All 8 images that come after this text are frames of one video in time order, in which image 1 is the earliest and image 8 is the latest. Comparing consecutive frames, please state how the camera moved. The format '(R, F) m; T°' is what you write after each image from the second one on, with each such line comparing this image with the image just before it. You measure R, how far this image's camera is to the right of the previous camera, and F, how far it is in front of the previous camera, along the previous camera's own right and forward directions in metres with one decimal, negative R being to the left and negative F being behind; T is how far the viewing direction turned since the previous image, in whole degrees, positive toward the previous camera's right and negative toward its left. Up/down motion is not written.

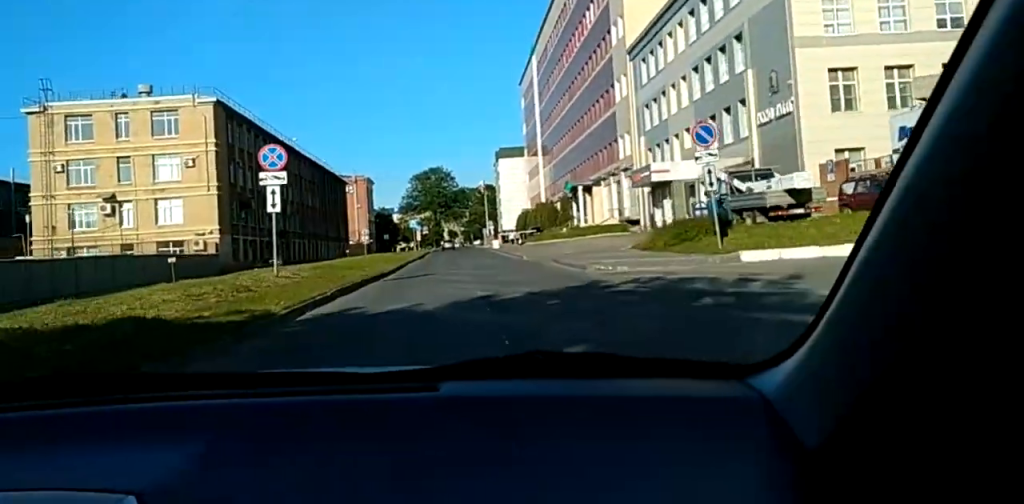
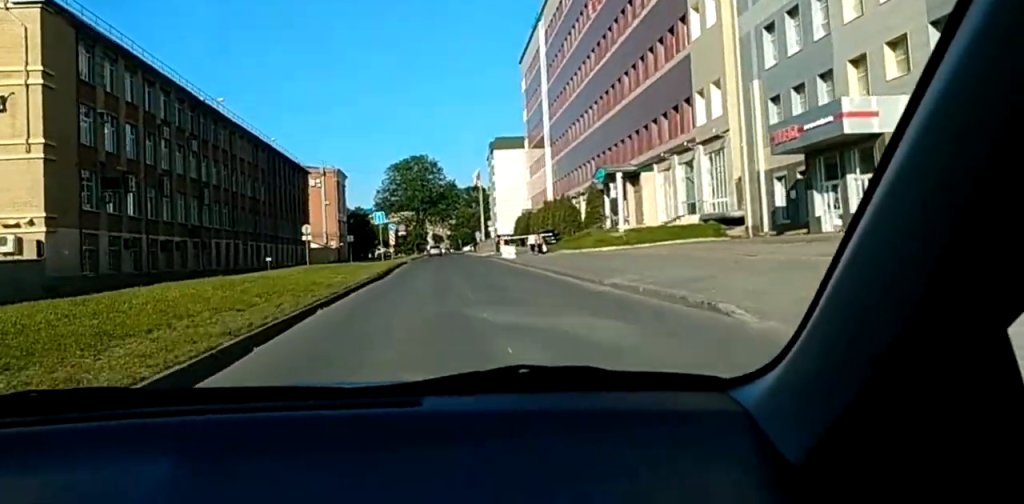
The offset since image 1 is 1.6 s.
(-1.2, +29.8) m; -2°
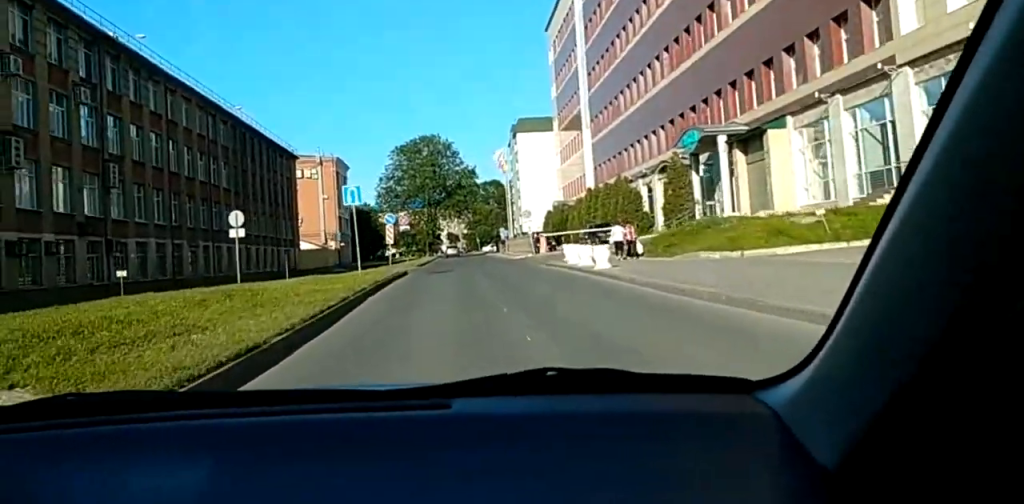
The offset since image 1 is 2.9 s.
(+0.6, +24.4) m; +2°
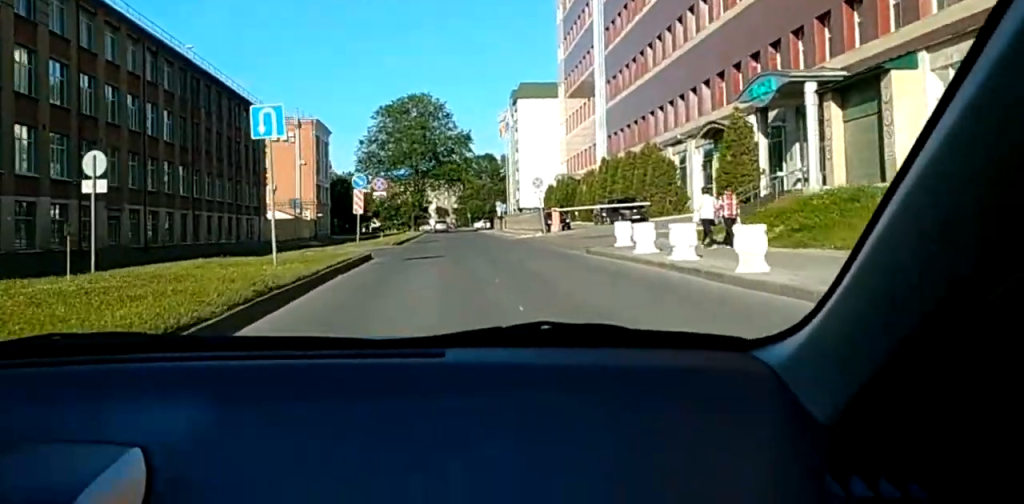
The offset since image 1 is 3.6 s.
(0.0, +13.1) m; 0°
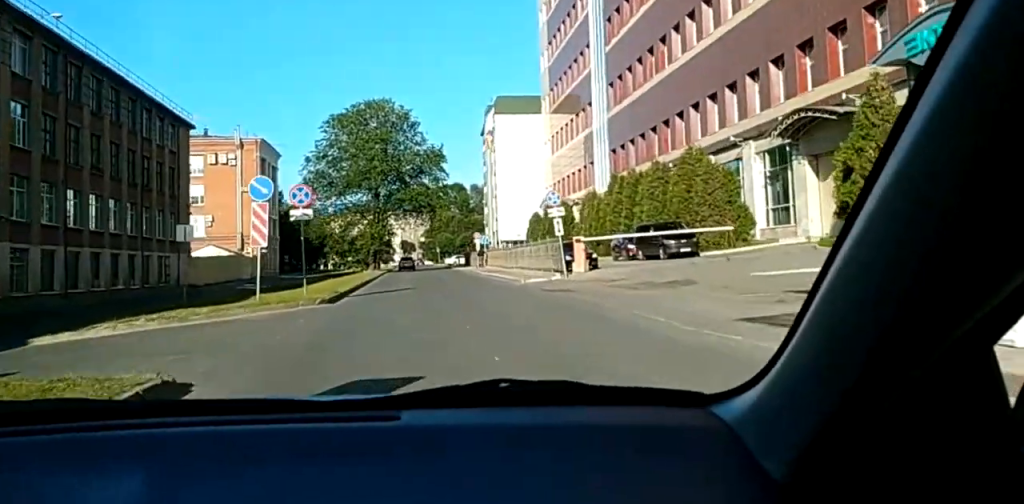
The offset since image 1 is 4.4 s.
(0.0, +17.0) m; 0°
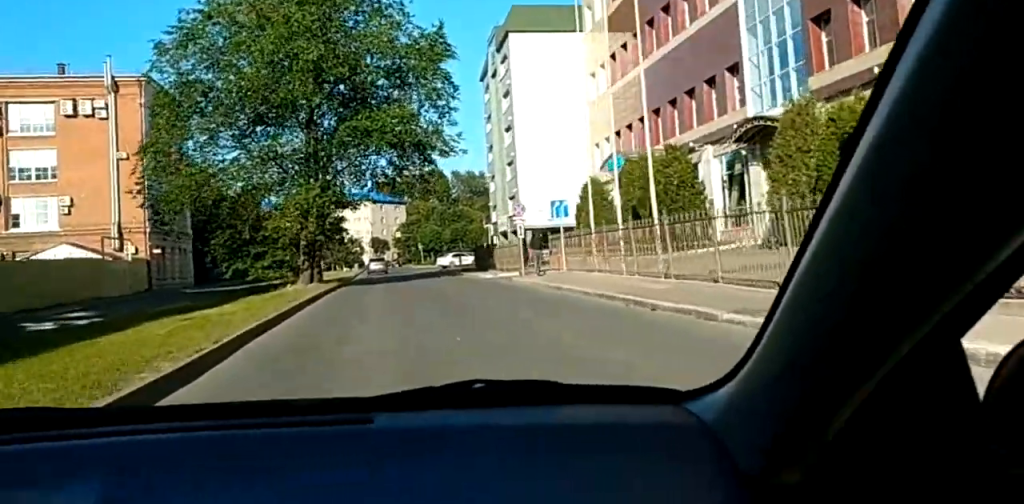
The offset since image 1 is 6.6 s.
(+0.9, +40.7) m; +2°
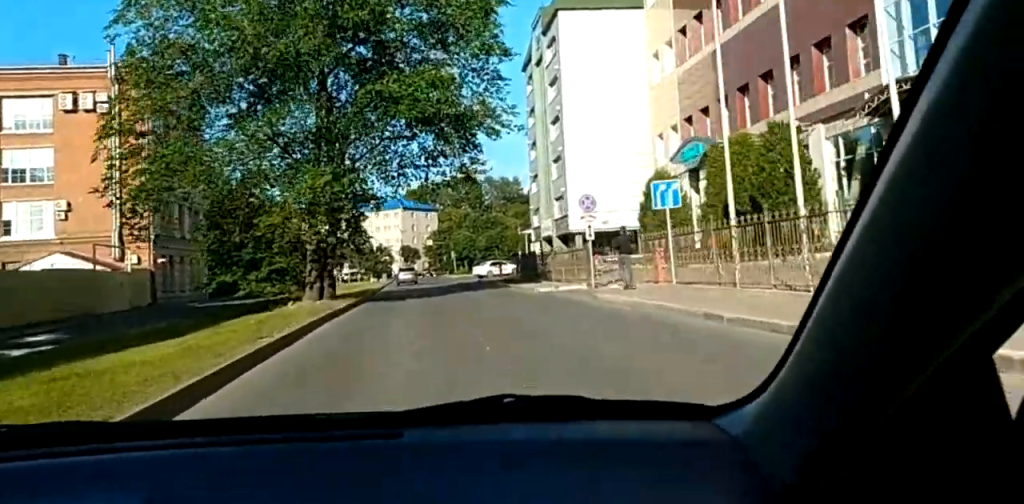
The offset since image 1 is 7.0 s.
(-0.1, +9.1) m; -1°
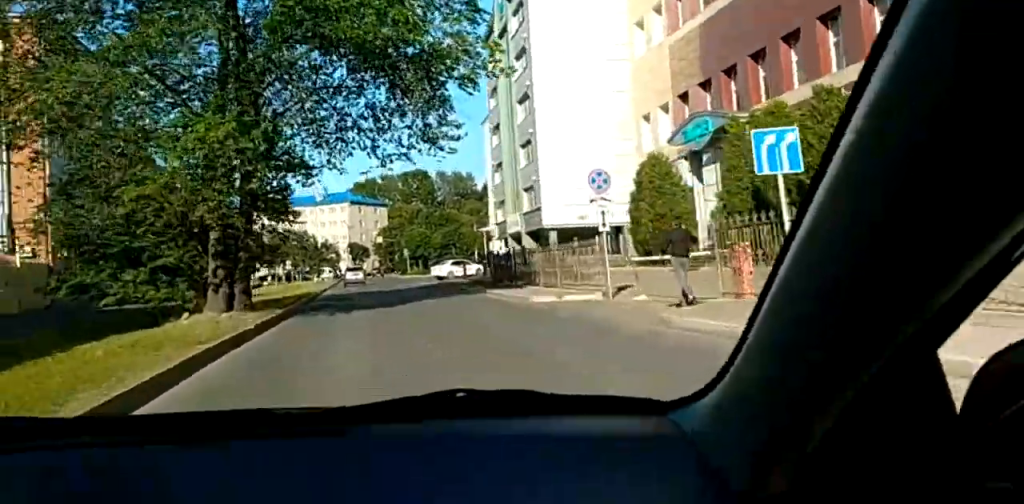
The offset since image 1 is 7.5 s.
(-0.2, +8.3) m; -1°
